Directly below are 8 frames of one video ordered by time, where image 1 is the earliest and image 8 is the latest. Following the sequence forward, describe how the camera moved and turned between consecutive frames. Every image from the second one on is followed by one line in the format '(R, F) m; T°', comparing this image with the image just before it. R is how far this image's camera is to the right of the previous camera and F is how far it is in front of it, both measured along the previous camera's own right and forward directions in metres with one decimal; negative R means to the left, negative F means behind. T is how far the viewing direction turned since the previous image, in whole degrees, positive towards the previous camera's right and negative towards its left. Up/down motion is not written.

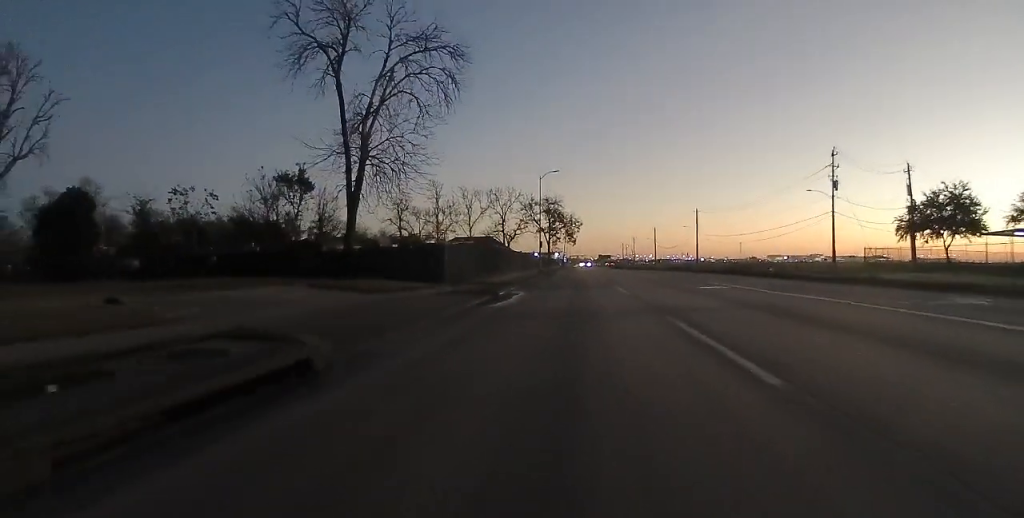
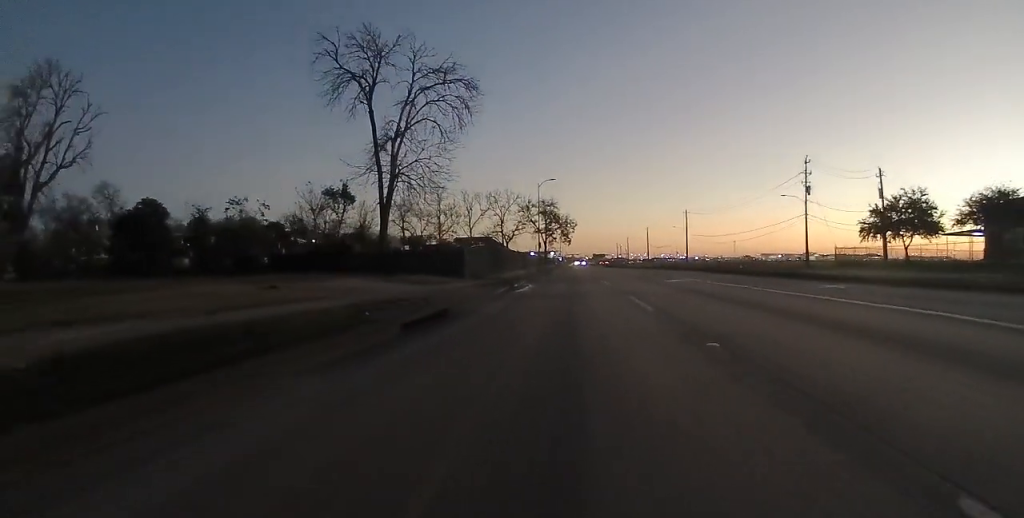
(+0.2, +5.9) m; 0°
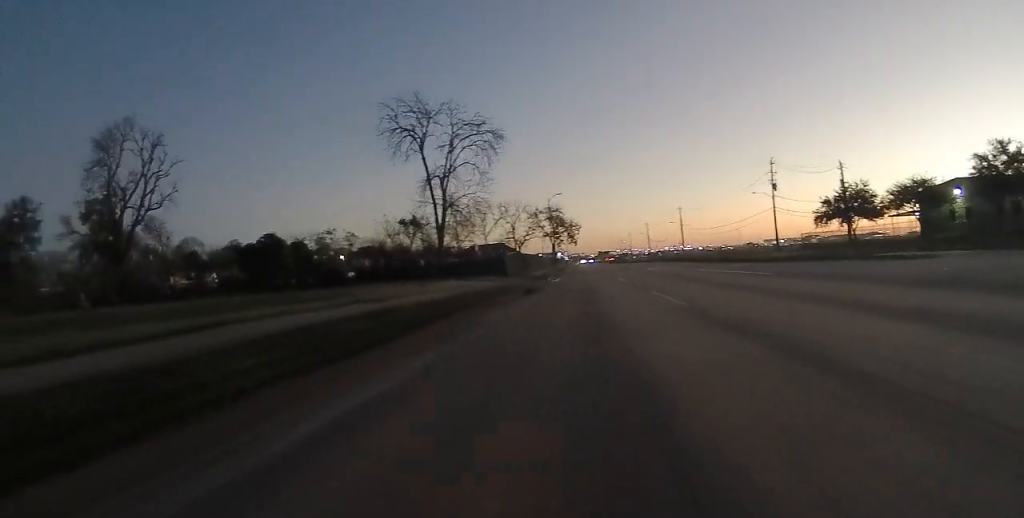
(-0.1, +12.4) m; -1°
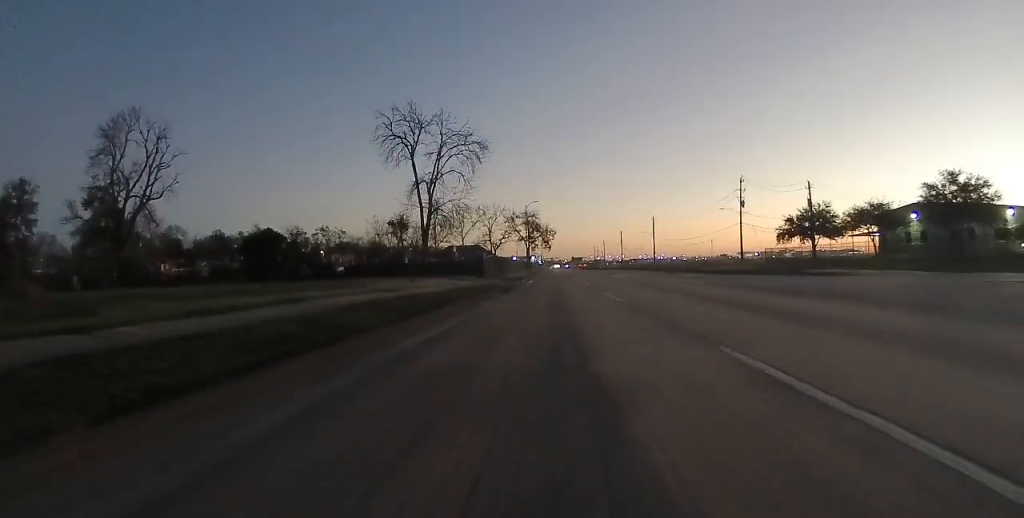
(-0.2, +4.0) m; 0°
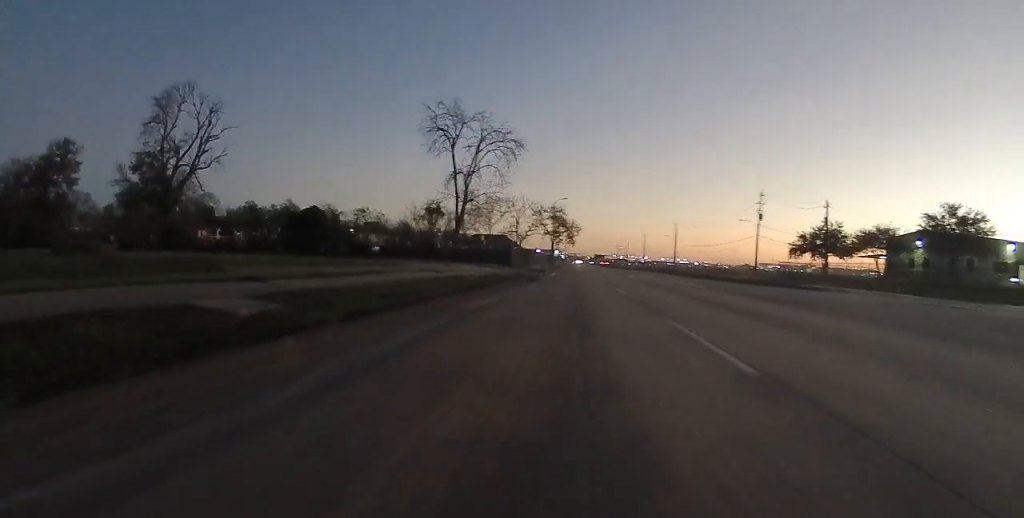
(-0.1, +3.6) m; 0°
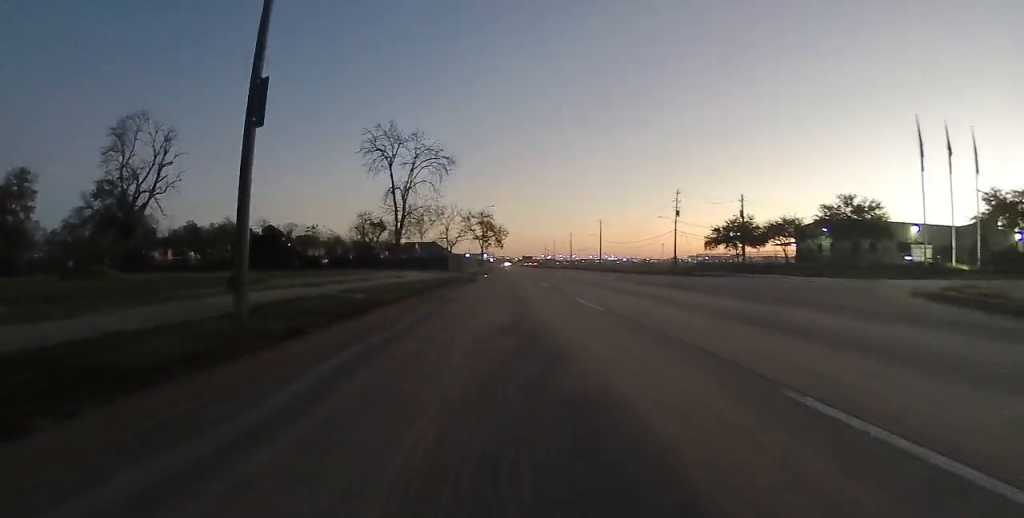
(+0.3, +5.7) m; +1°
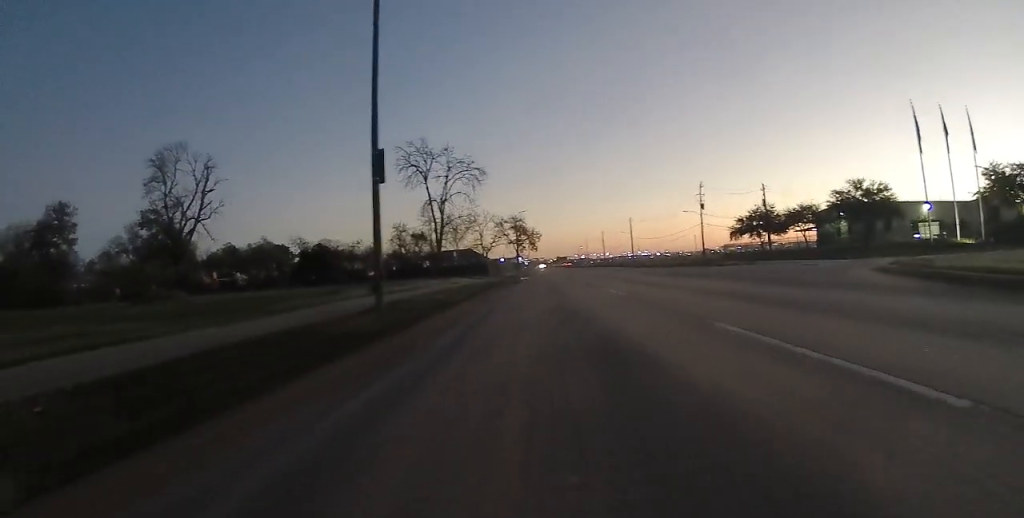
(-0.3, +3.4) m; +1°
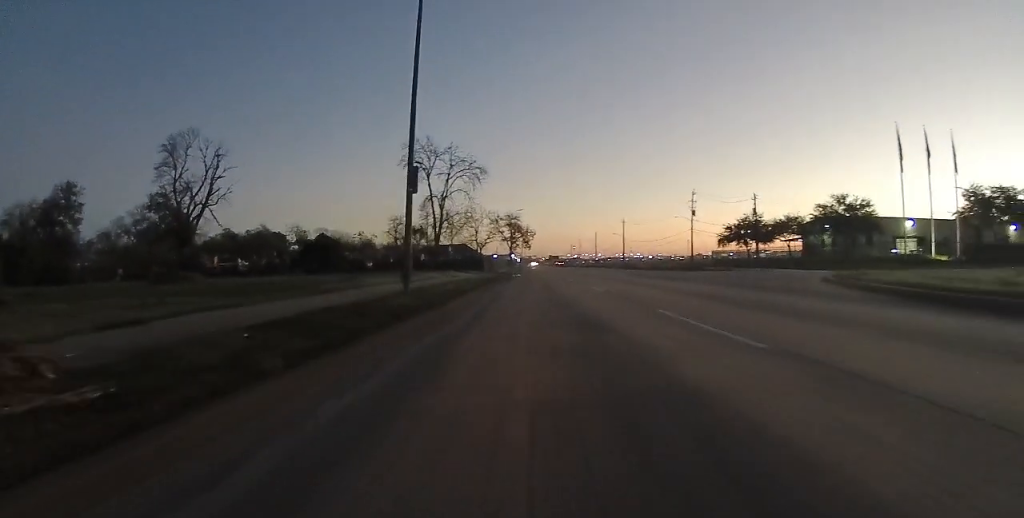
(+0.1, +2.7) m; +2°
